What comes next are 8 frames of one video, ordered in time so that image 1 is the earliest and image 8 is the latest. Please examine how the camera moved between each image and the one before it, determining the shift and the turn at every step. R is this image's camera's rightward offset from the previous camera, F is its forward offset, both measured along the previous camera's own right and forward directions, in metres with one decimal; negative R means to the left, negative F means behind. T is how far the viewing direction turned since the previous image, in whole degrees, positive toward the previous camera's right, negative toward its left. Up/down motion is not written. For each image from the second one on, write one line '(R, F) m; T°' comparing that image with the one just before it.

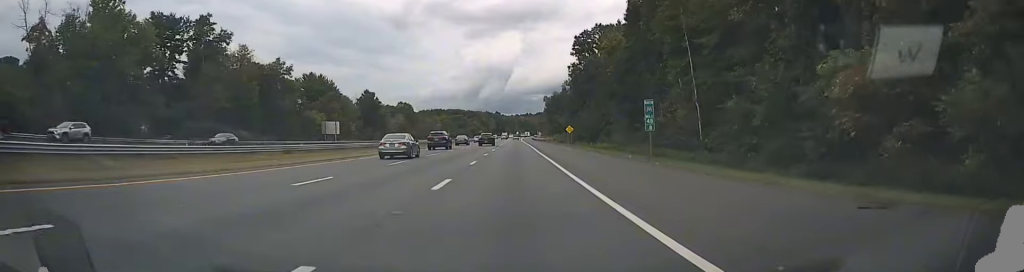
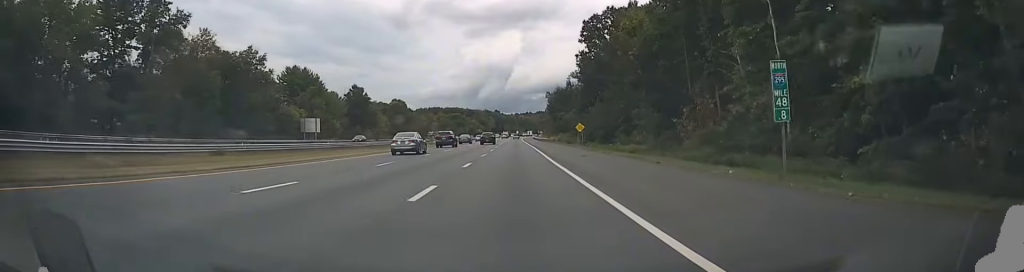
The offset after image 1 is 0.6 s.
(0.0, +14.8) m; 0°
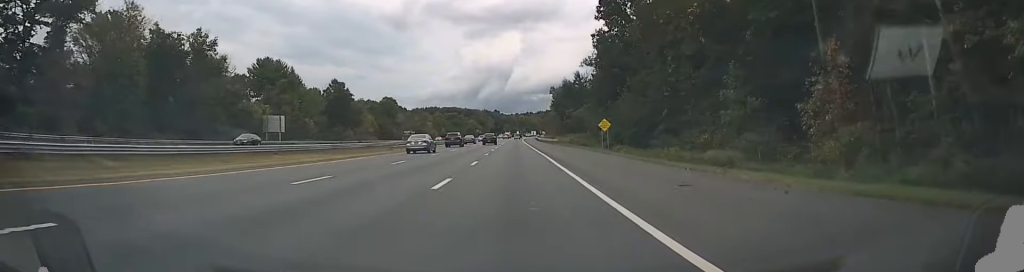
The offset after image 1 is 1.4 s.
(0.0, +22.1) m; 0°
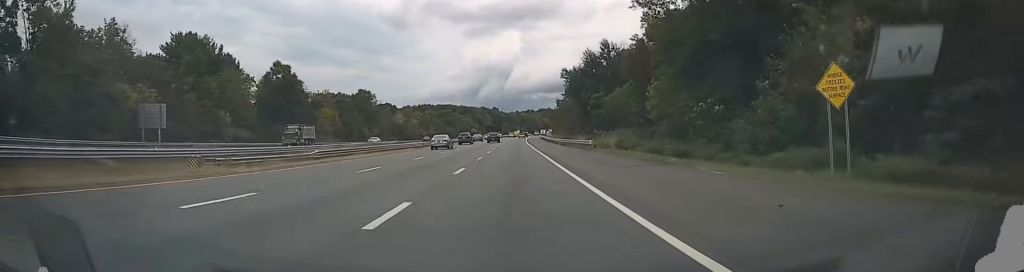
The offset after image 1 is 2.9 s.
(0.0, +43.1) m; 0°
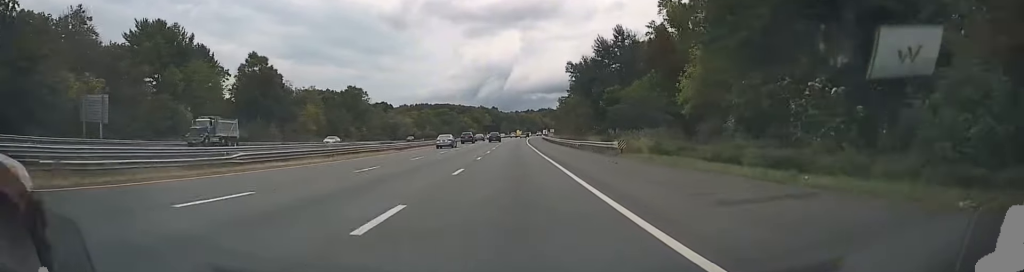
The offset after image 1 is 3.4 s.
(+0.1, +13.2) m; 0°
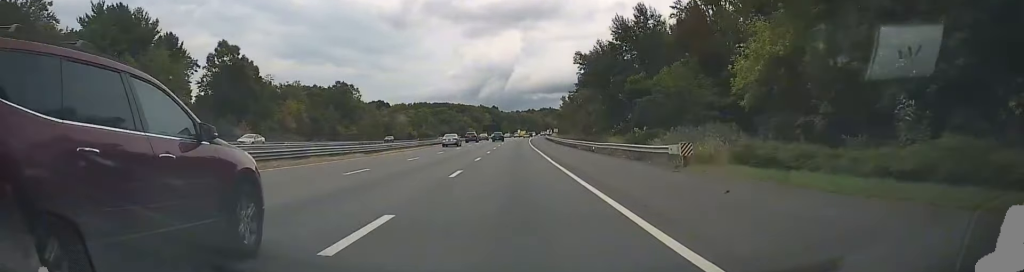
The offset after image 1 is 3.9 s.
(0.0, +13.9) m; 0°
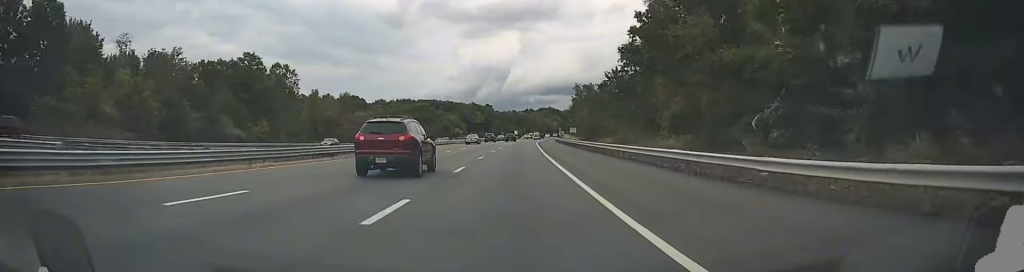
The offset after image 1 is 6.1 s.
(-0.3, +58.7) m; 0°
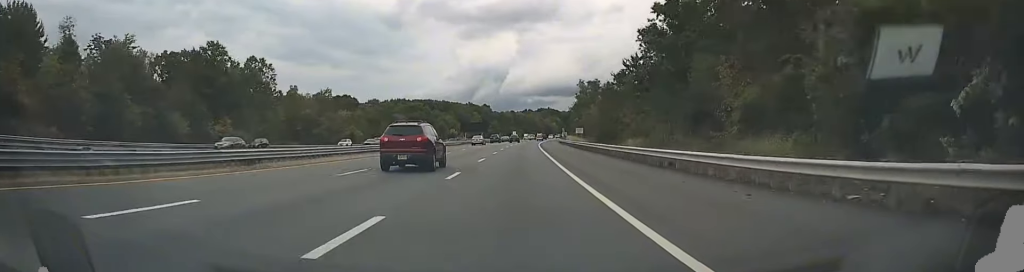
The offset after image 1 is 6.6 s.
(0.0, +13.2) m; 0°
